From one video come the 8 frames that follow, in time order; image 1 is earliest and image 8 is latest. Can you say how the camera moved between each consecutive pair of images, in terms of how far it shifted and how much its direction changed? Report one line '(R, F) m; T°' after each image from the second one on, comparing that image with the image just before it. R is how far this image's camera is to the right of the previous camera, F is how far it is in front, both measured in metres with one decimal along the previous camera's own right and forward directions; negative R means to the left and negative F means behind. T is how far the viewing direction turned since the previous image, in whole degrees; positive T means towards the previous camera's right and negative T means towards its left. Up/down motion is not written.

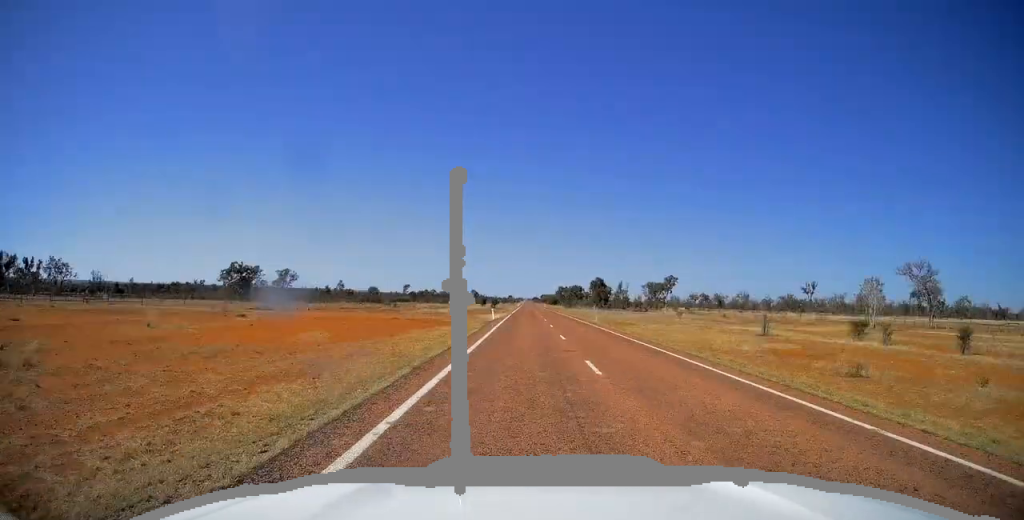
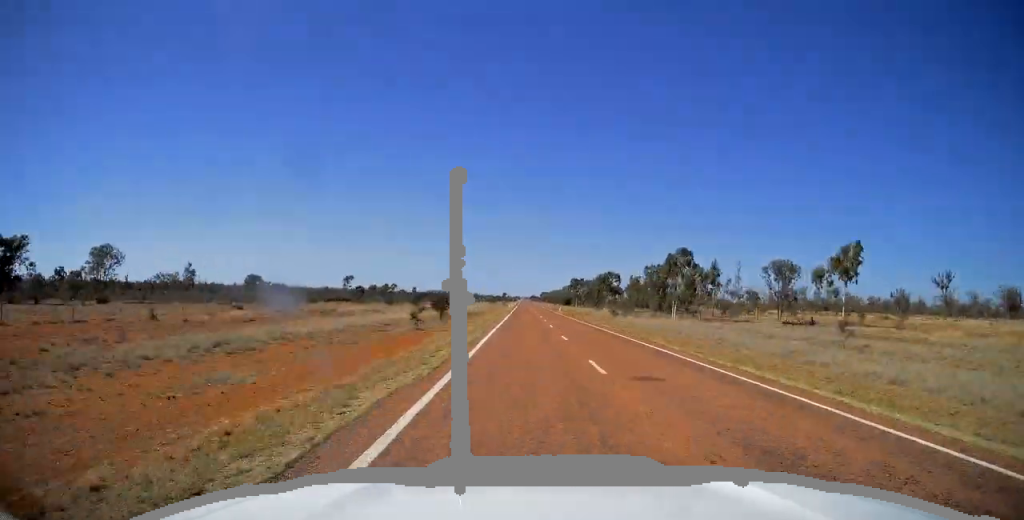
(+0.3, +98.3) m; 0°
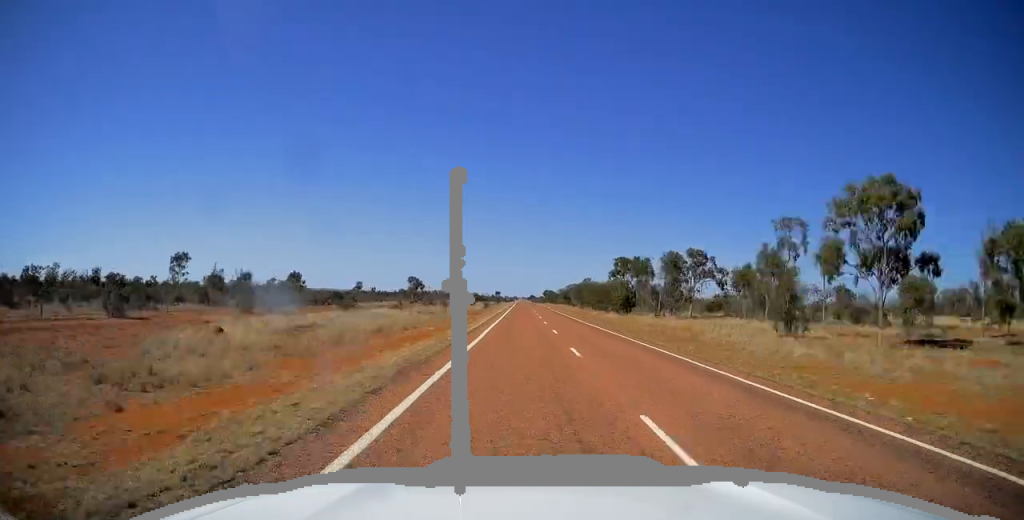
(+0.2, +108.1) m; 0°
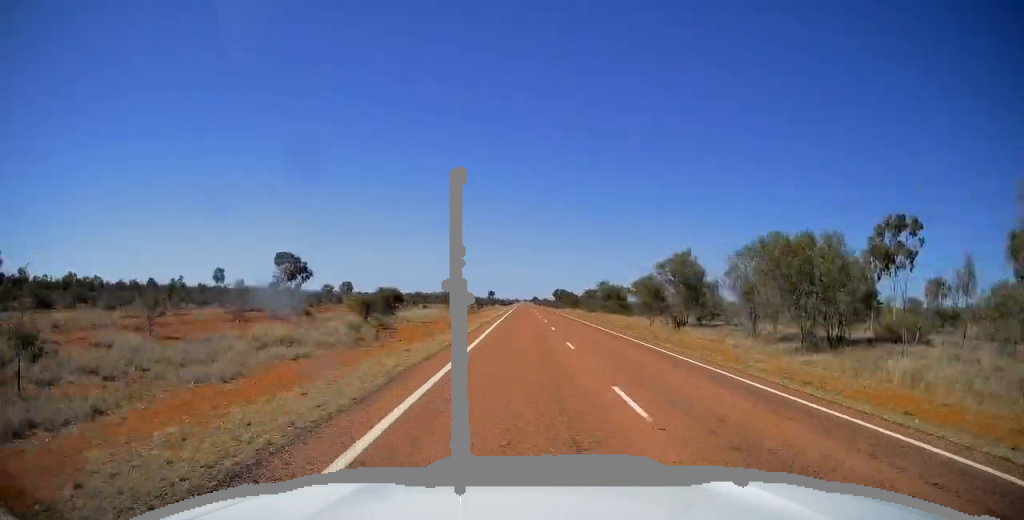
(0.0, +108.1) m; 0°
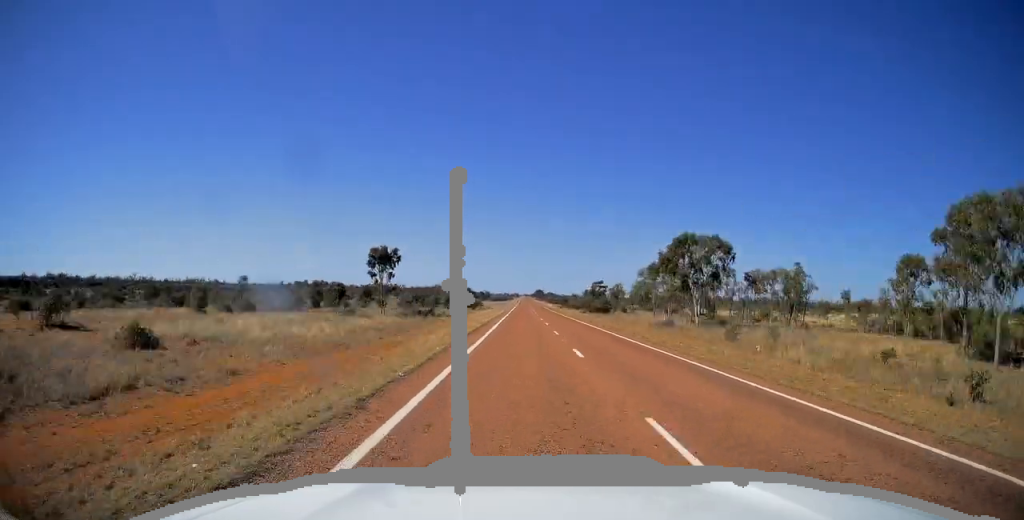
(0.0, +235.8) m; 0°
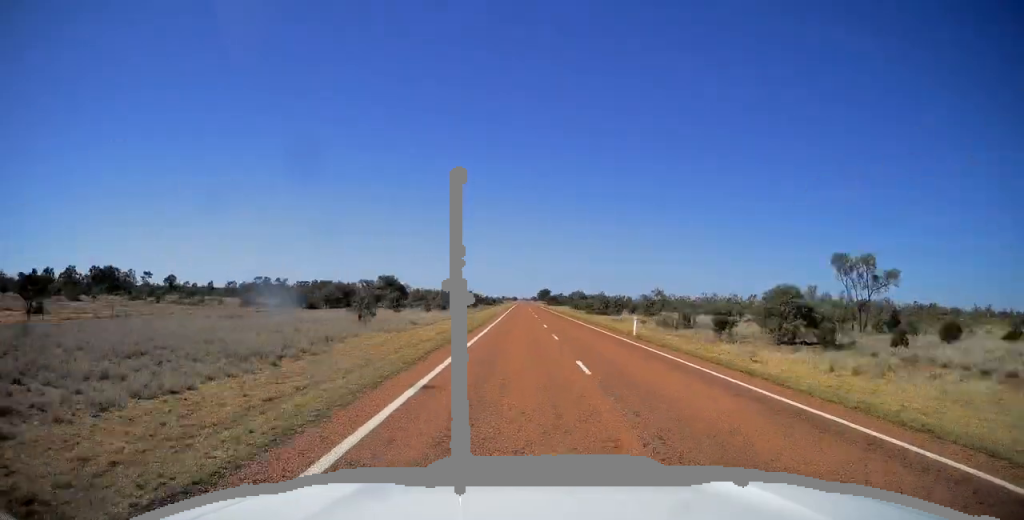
(-0.2, +216.1) m; 0°
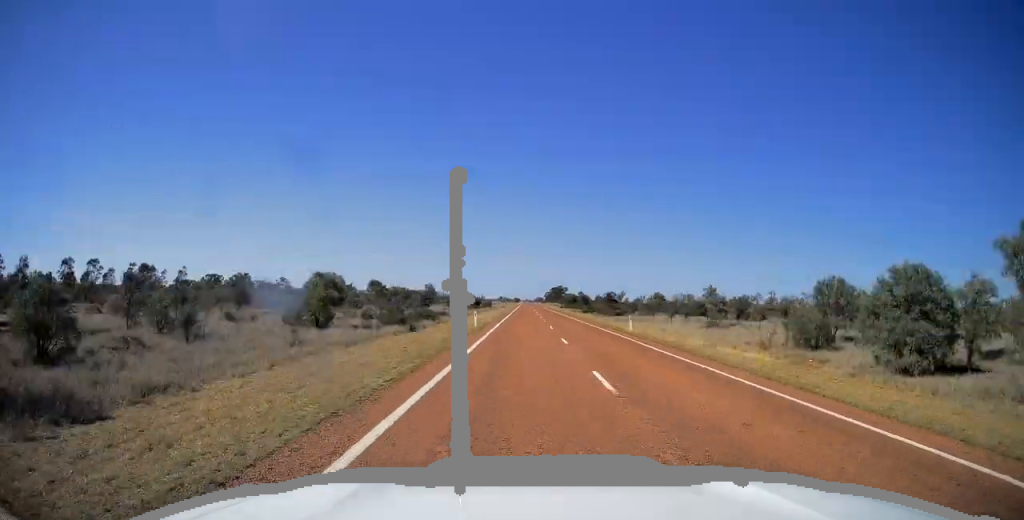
(-0.5, +137.5) m; 0°
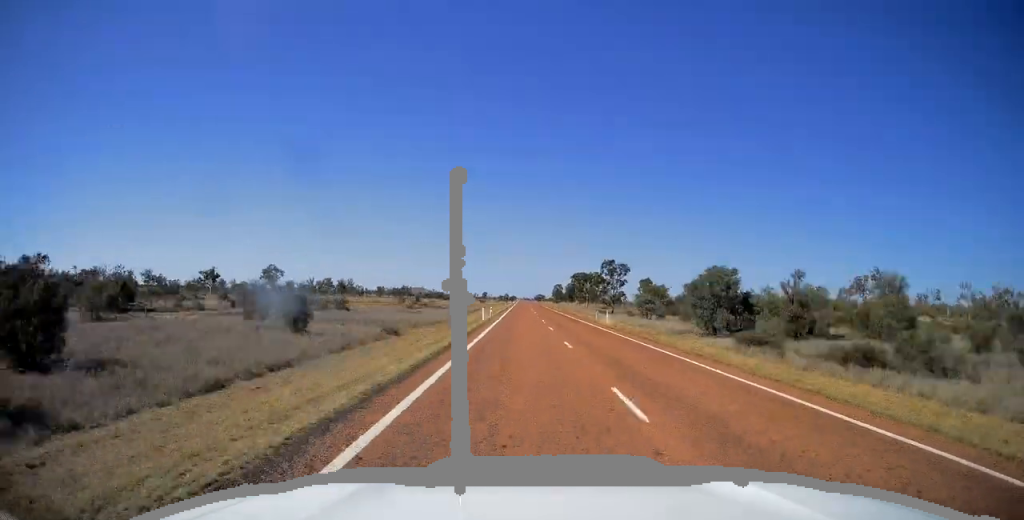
(+0.4, +186.7) m; 0°
